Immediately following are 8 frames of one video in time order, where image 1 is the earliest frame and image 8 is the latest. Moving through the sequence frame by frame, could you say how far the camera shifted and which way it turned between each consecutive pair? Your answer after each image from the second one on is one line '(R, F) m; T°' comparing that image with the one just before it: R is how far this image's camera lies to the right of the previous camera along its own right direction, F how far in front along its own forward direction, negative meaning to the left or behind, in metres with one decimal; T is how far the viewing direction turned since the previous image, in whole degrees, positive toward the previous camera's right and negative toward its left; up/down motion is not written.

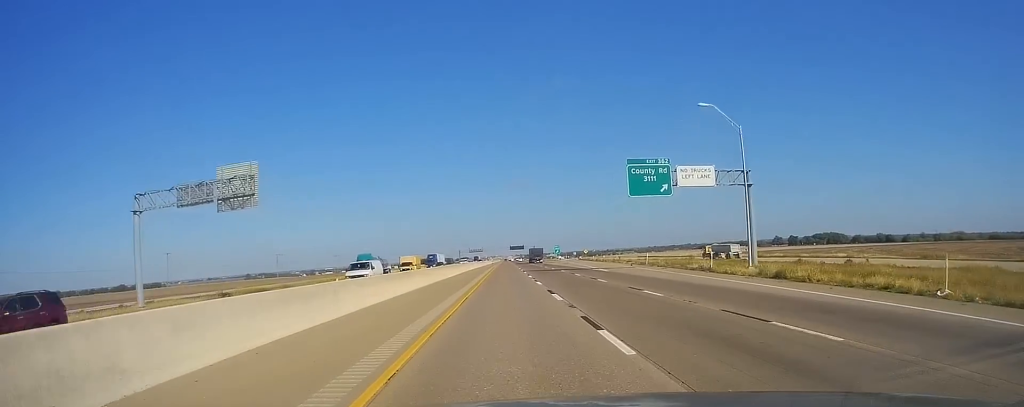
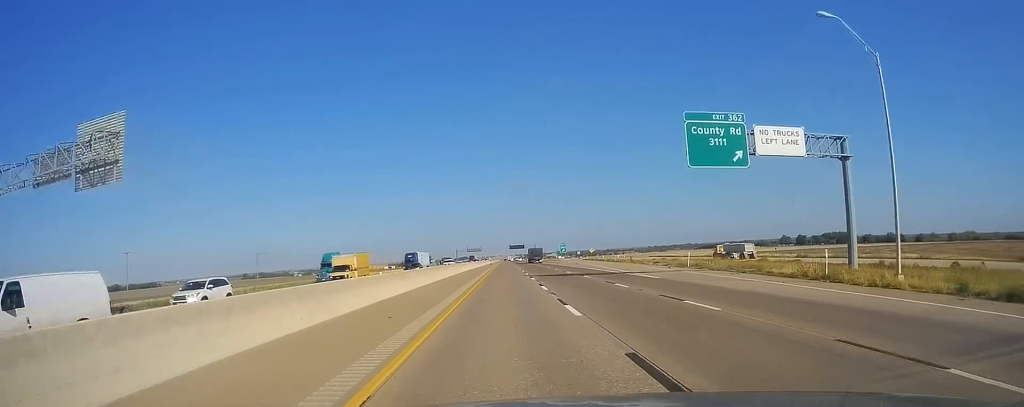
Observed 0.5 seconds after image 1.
(-0.4, +18.3) m; -1°
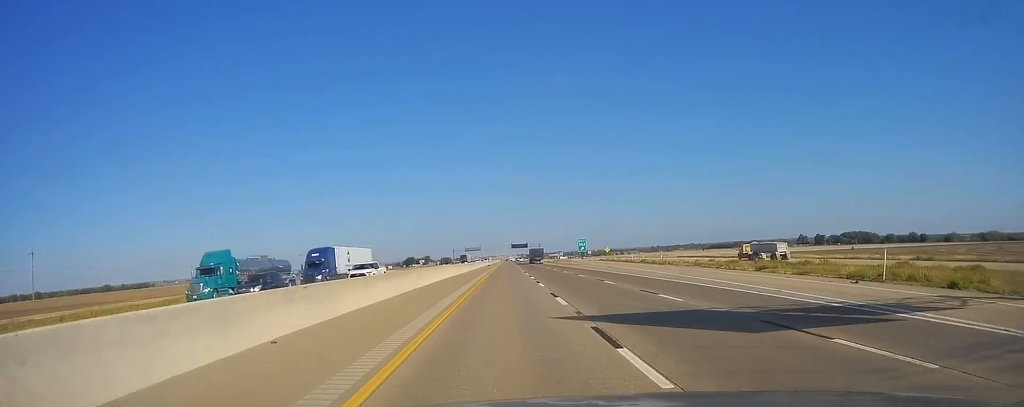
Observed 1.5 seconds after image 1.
(-0.4, +33.2) m; -1°
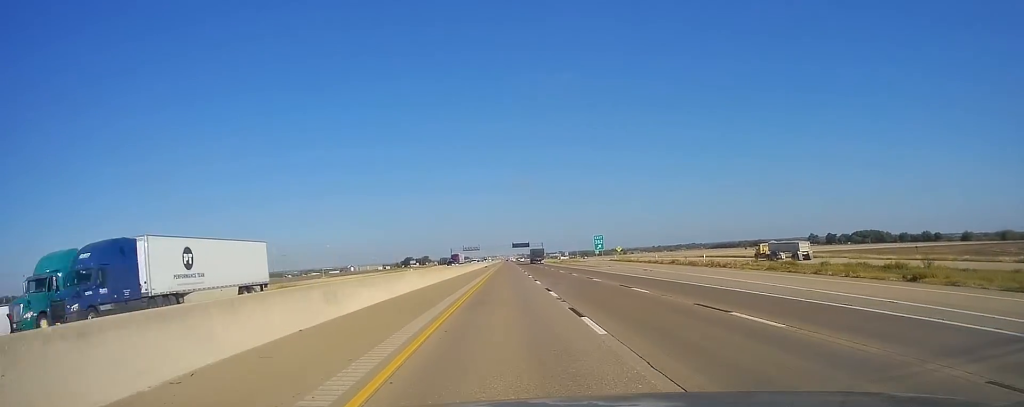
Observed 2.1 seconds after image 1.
(0.0, +19.5) m; 0°
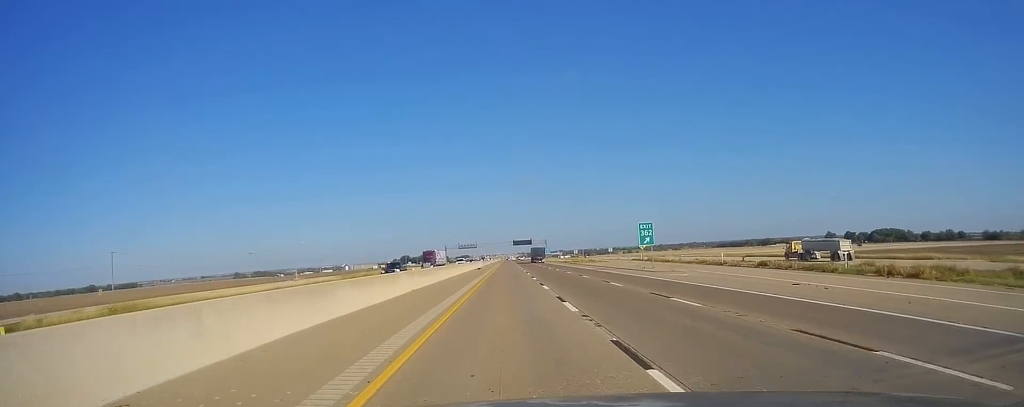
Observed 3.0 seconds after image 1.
(0.0, +30.9) m; +1°
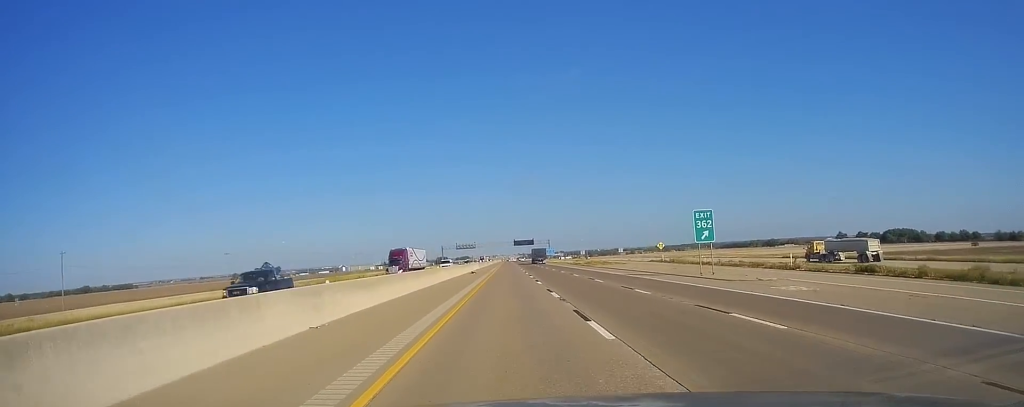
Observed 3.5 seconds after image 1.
(+0.2, +17.7) m; 0°
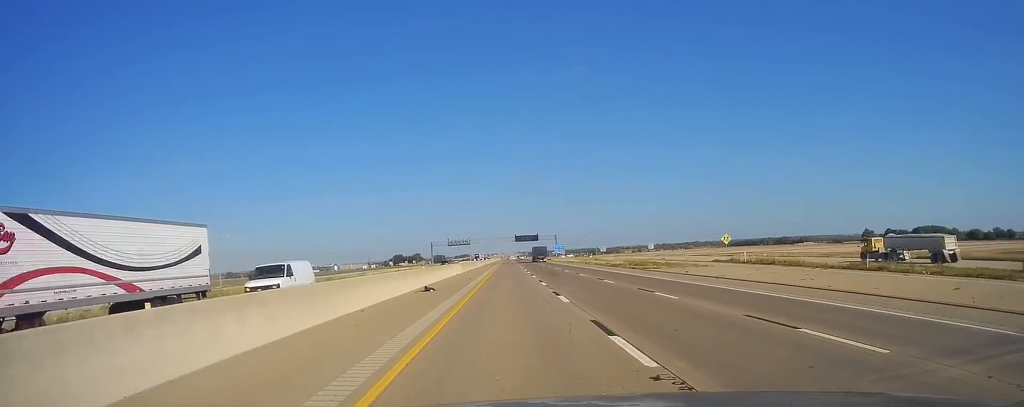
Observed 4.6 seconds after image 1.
(-0.2, +39.9) m; -1°
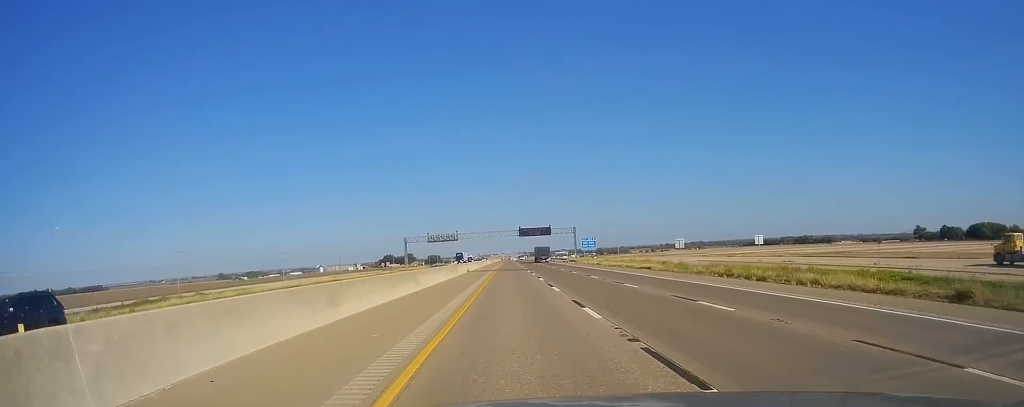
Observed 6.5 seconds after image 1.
(-0.1, +65.1) m; 0°
